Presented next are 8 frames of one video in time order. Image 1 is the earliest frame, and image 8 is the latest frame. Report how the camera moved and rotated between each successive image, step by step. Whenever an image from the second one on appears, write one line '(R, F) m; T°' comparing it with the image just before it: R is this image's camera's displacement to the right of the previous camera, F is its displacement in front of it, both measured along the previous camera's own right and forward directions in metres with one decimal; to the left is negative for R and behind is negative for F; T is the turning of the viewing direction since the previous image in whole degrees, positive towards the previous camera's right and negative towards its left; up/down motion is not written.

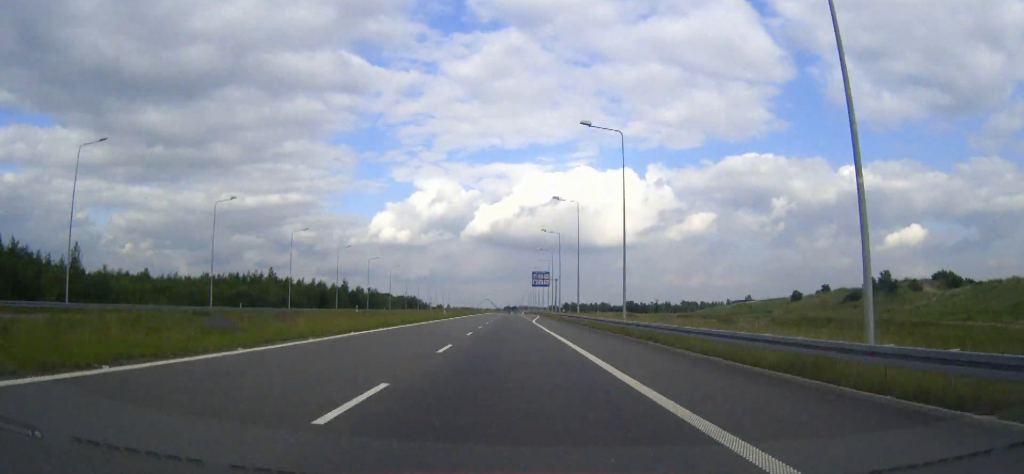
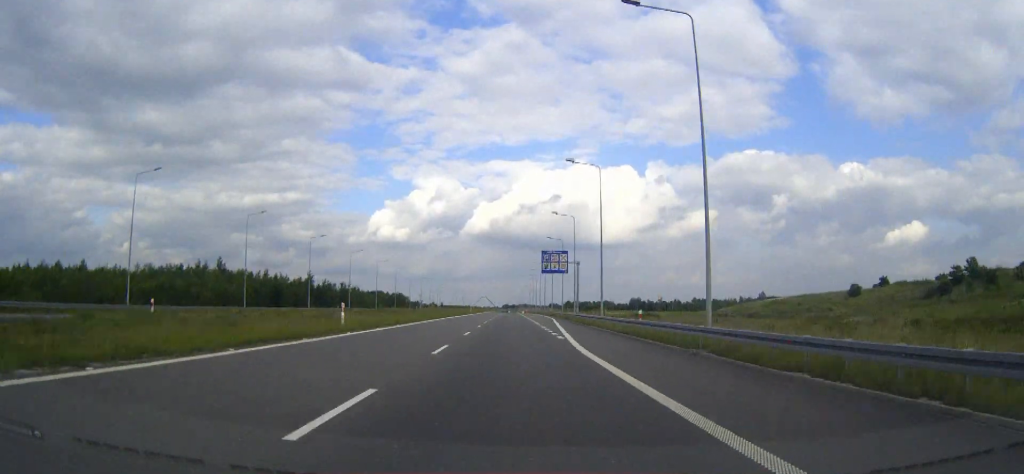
(+0.1, +47.8) m; 0°
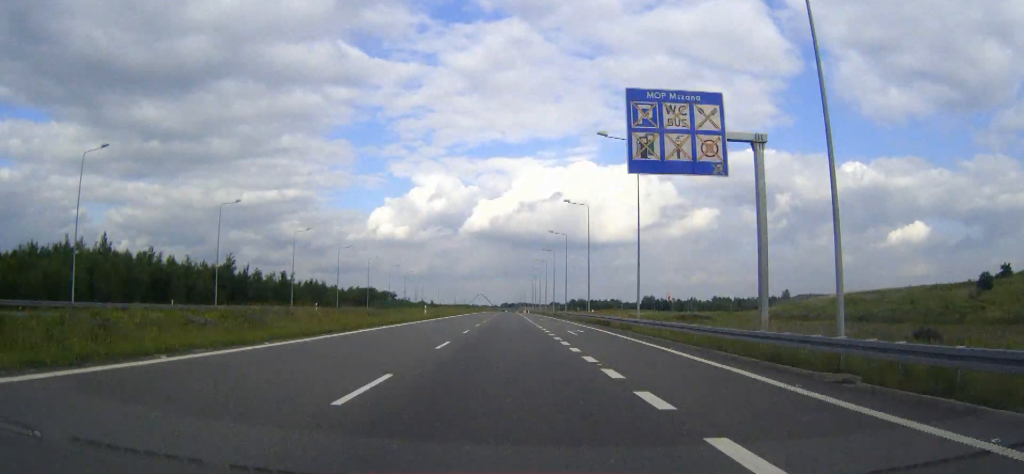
(+0.1, +68.4) m; 0°
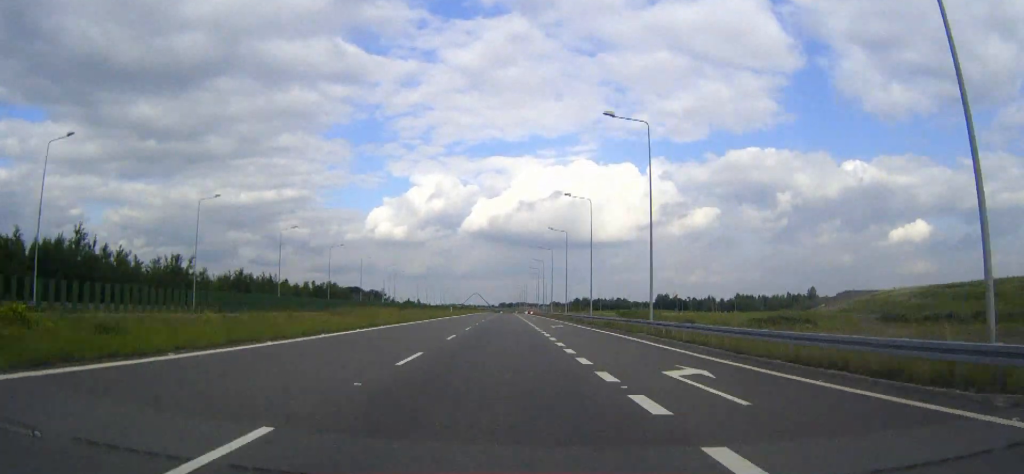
(0.0, +64.8) m; 0°
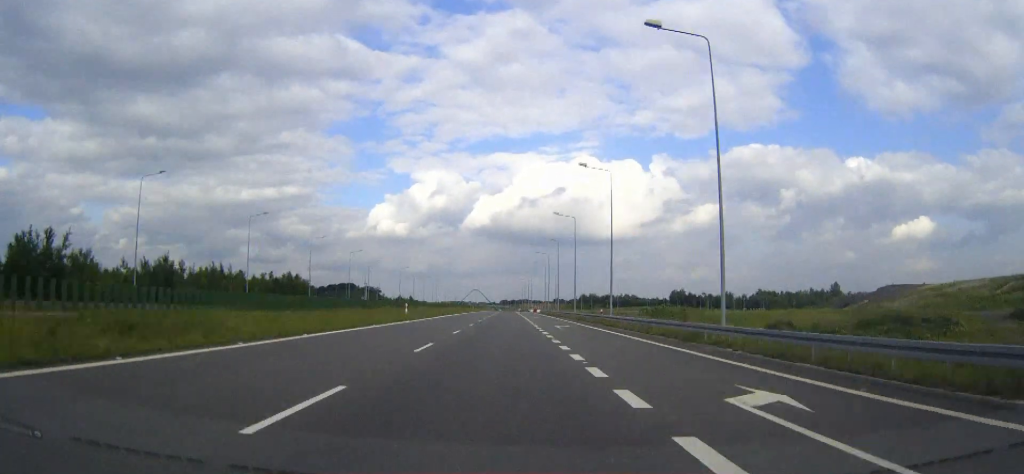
(0.0, +43.7) m; 0°
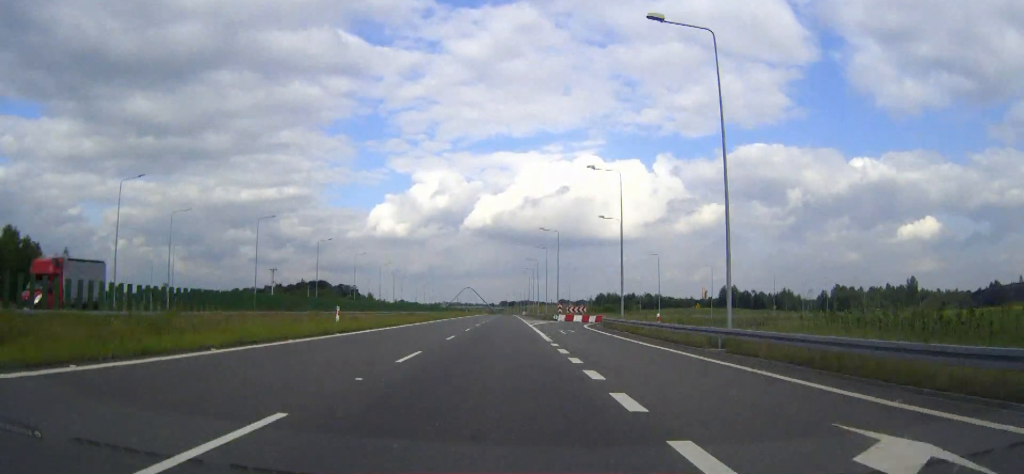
(0.0, +120.8) m; 0°
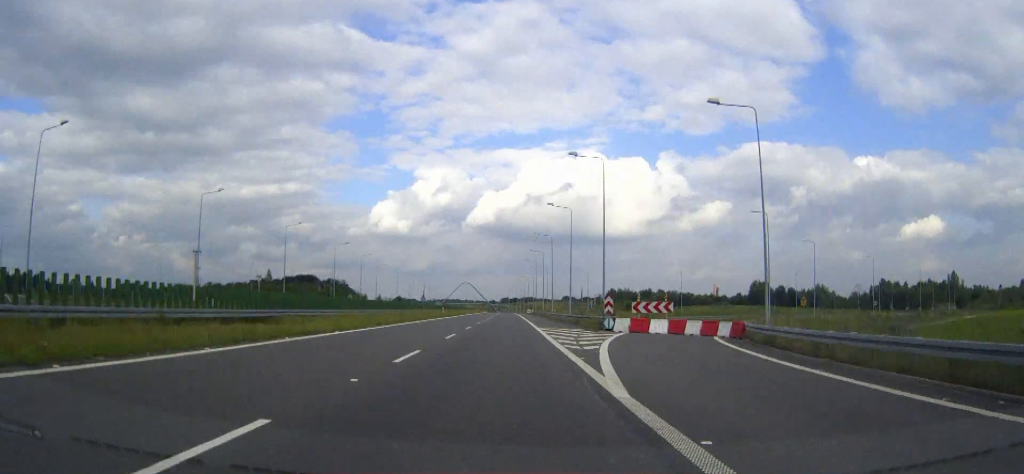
(0.0, +48.2) m; 0°
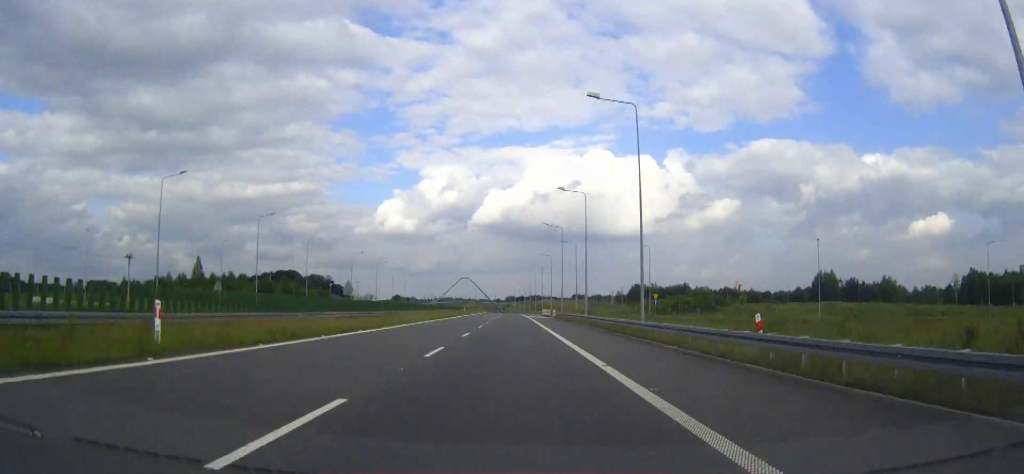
(-0.1, +70.4) m; 0°
